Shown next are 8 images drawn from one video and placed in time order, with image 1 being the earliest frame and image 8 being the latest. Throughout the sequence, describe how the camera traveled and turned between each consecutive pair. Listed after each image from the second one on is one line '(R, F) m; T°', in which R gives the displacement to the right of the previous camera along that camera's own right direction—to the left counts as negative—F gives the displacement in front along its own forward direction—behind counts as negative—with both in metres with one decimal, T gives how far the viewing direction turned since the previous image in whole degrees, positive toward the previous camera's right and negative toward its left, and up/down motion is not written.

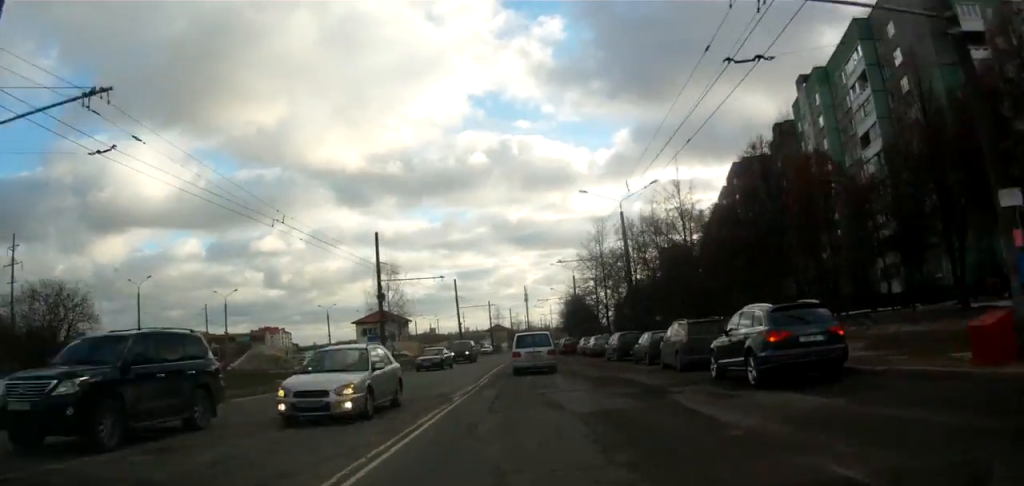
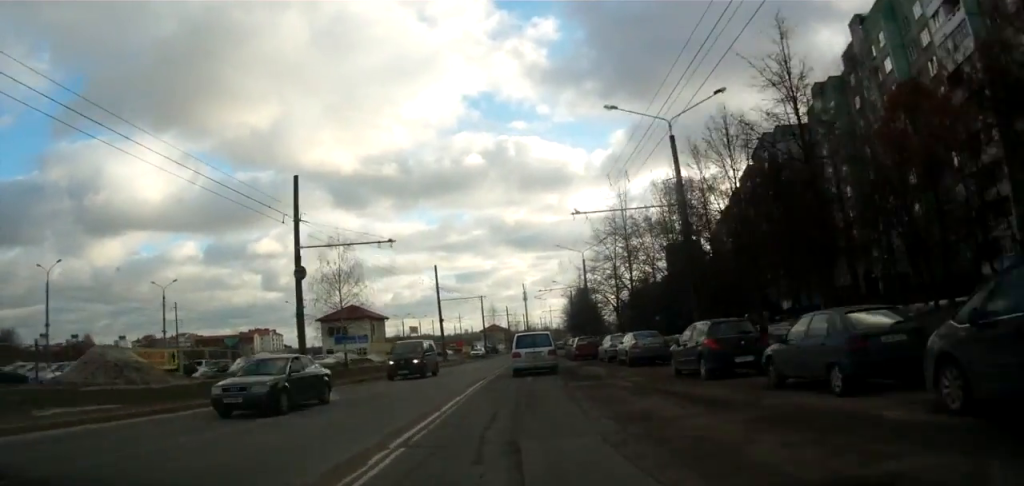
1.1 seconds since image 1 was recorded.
(0.0, +16.1) m; 0°
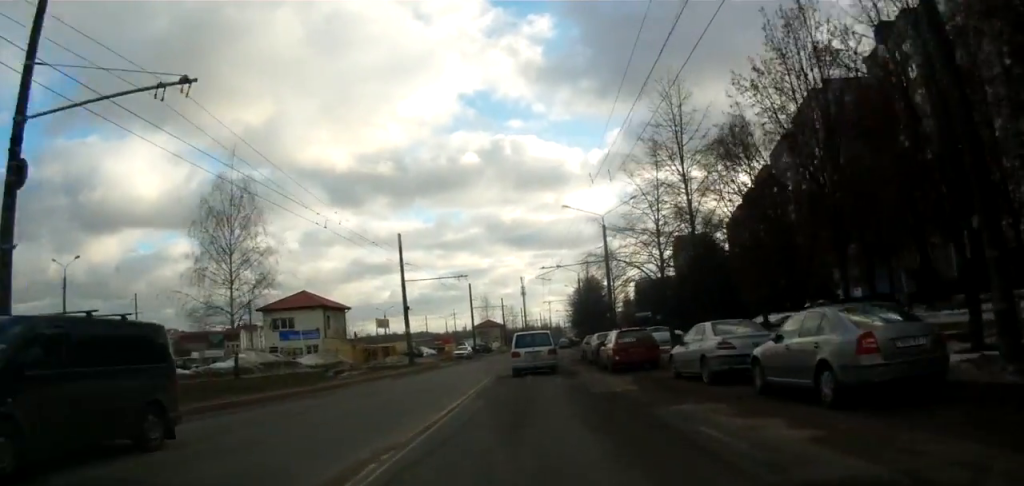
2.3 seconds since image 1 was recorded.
(-0.1, +18.3) m; 0°
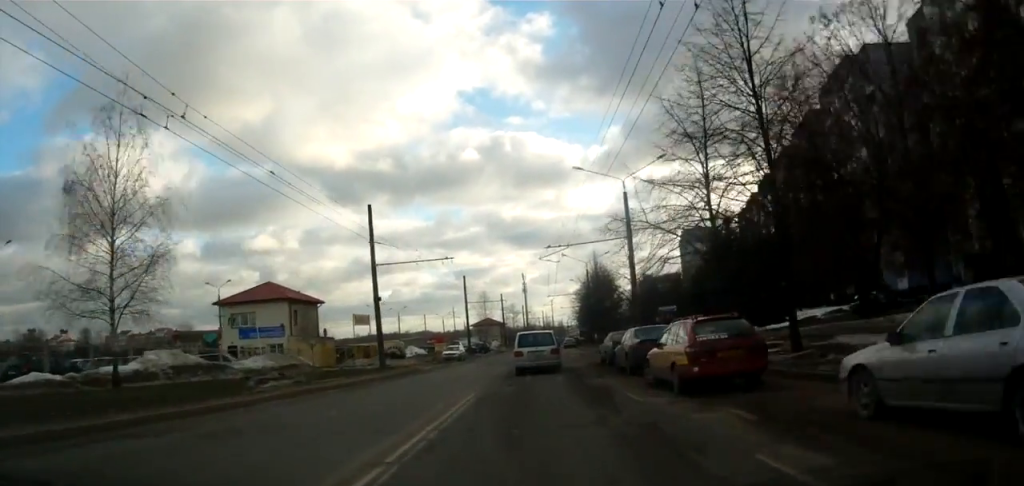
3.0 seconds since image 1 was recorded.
(0.0, +10.0) m; 0°
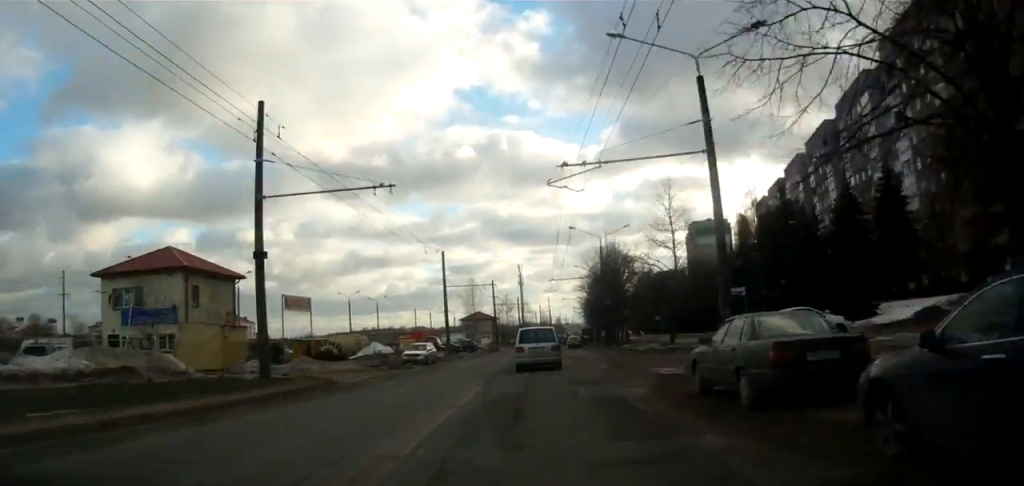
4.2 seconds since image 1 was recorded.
(0.0, +16.9) m; +1°
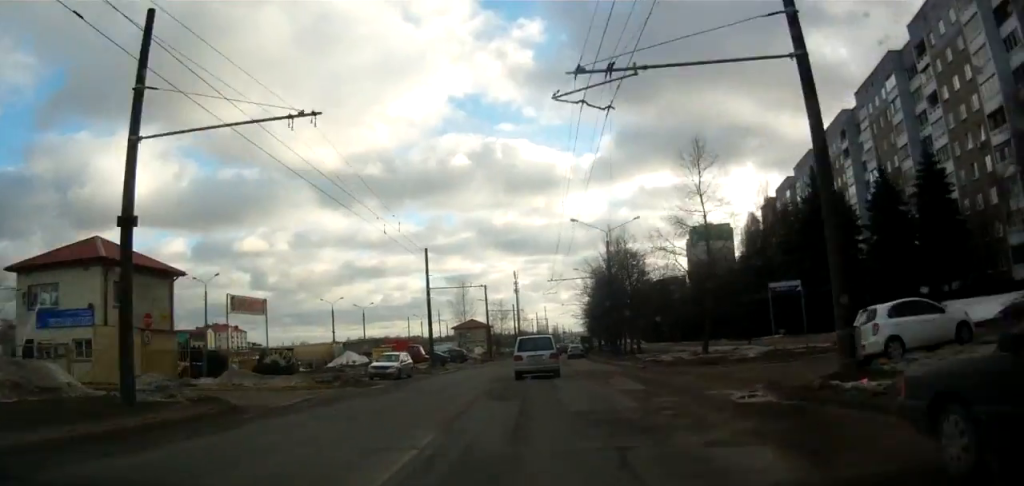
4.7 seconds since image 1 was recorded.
(0.0, +7.6) m; +1°
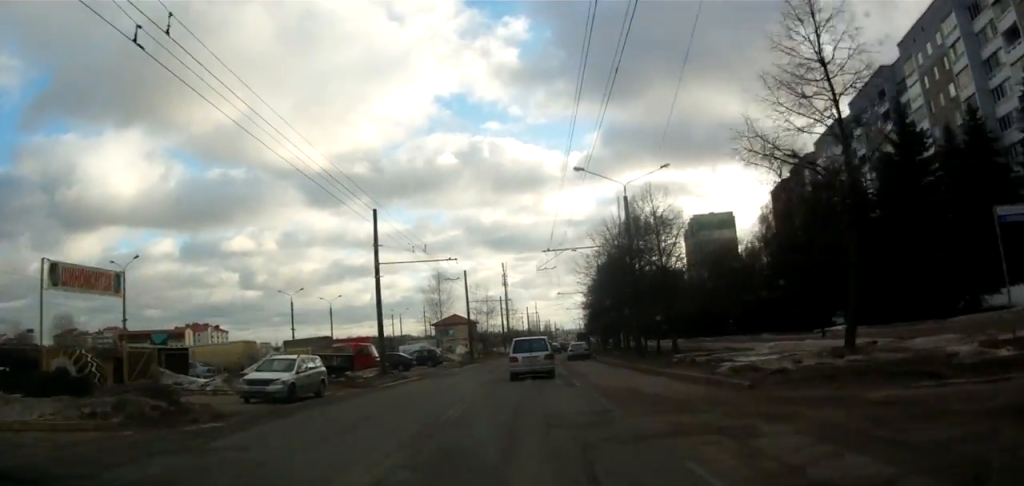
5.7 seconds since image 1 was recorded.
(+0.3, +14.5) m; +1°
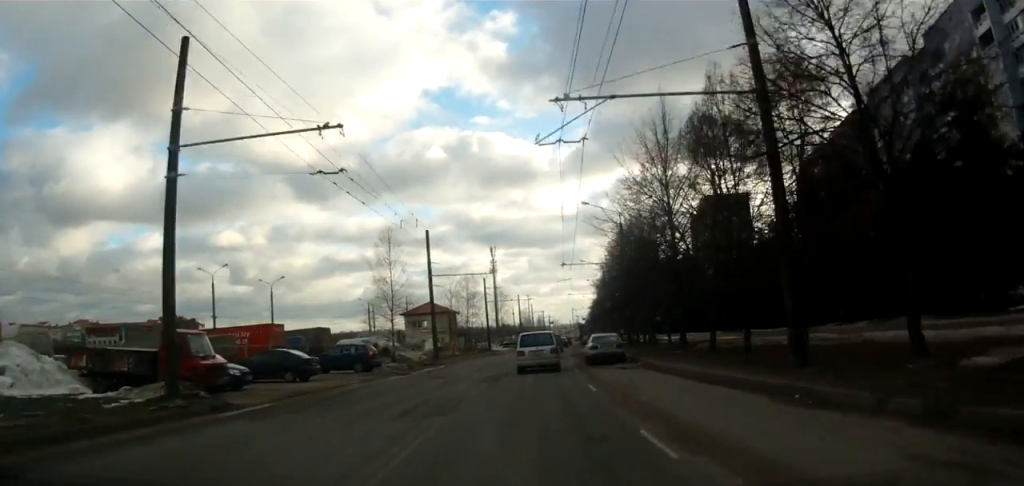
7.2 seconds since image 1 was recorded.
(0.0, +22.0) m; 0°
